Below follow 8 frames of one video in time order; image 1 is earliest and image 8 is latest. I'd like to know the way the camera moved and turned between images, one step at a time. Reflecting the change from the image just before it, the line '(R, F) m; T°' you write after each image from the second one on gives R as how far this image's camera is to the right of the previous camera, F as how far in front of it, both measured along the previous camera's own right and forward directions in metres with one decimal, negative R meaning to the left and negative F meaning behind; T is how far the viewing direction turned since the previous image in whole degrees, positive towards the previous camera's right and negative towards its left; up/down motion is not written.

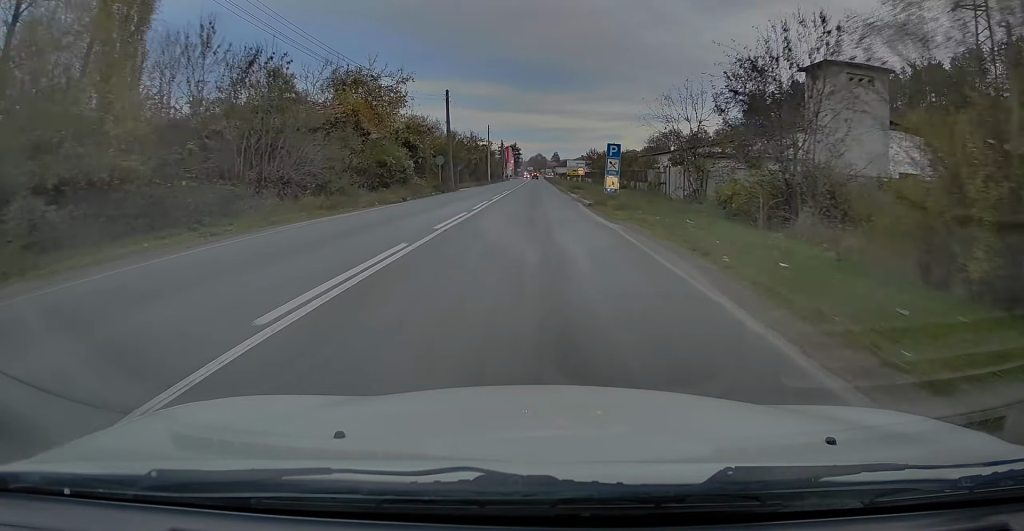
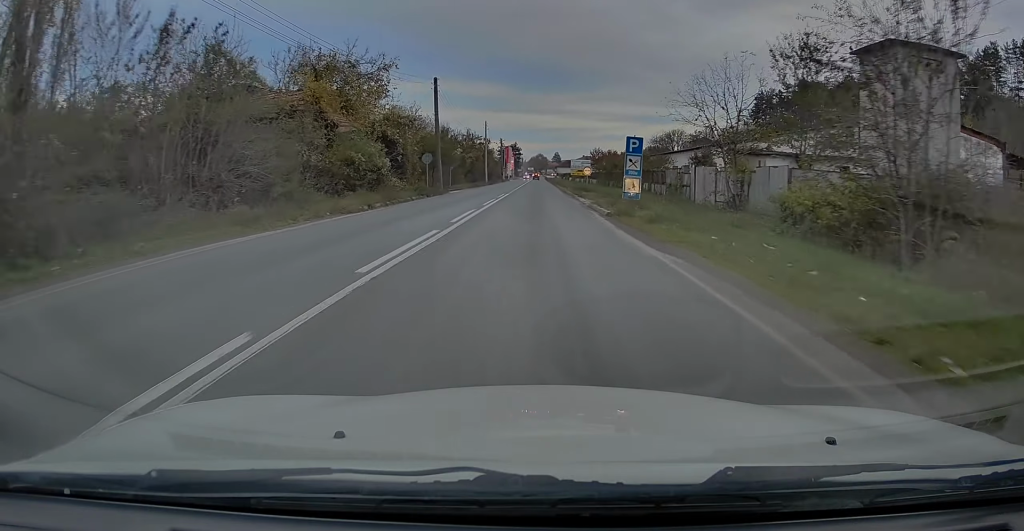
(0.0, +6.3) m; 0°
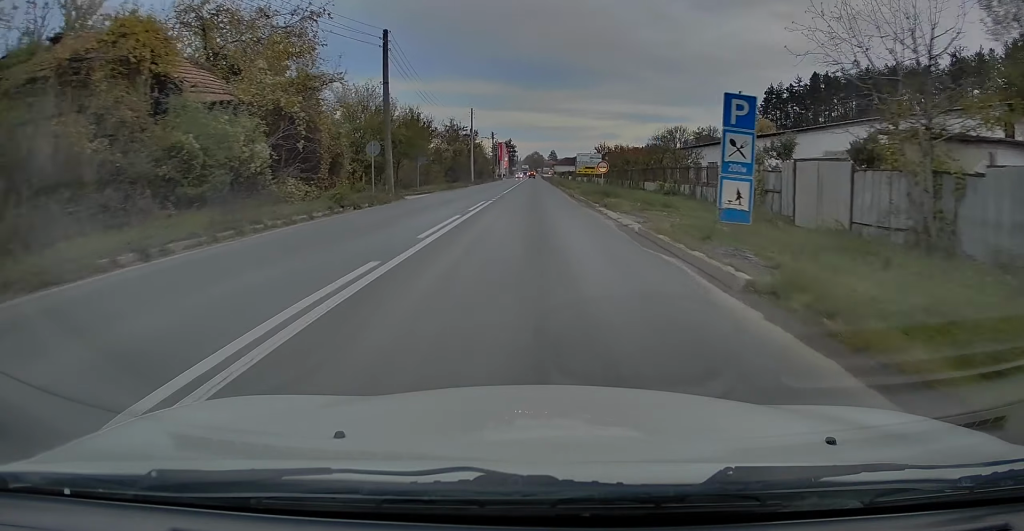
(0.0, +13.9) m; -1°
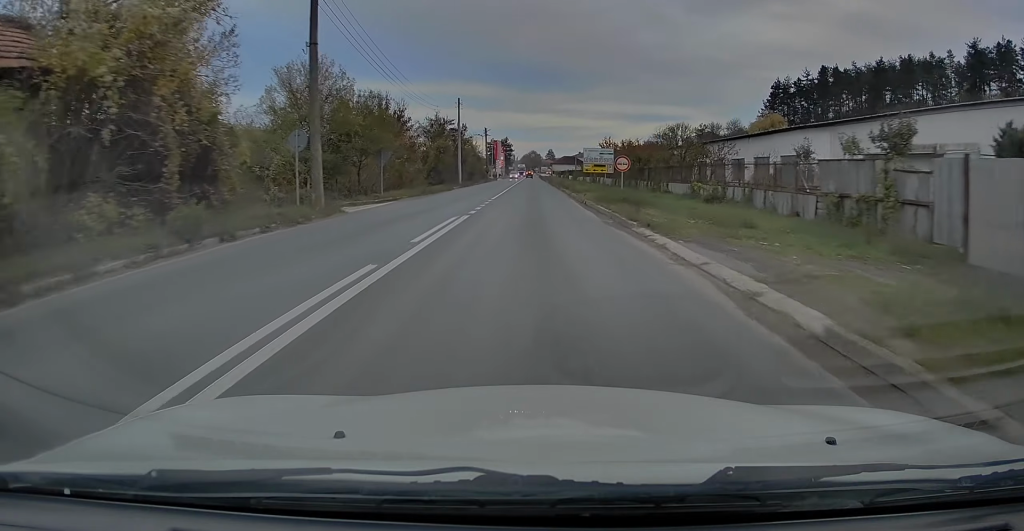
(-0.2, +9.3) m; 0°
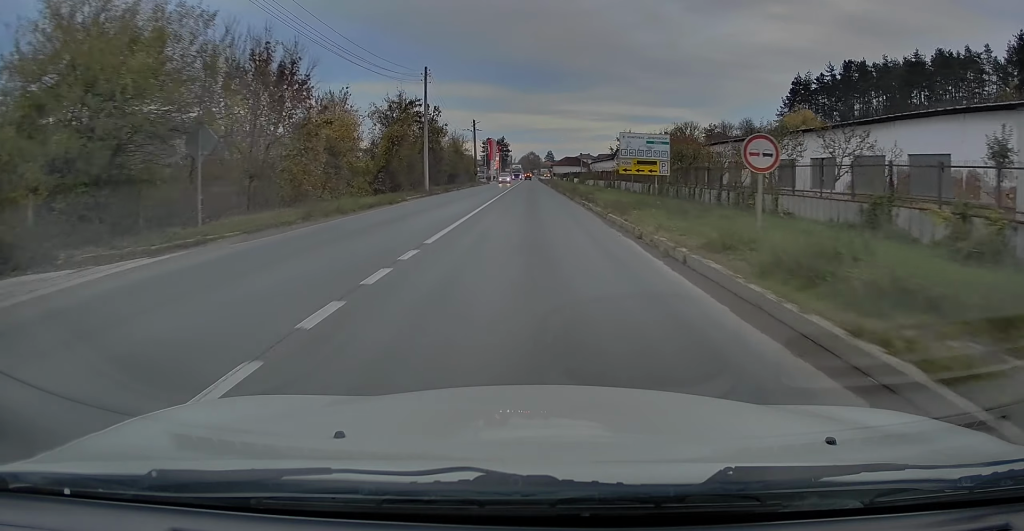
(+0.2, +18.0) m; 0°
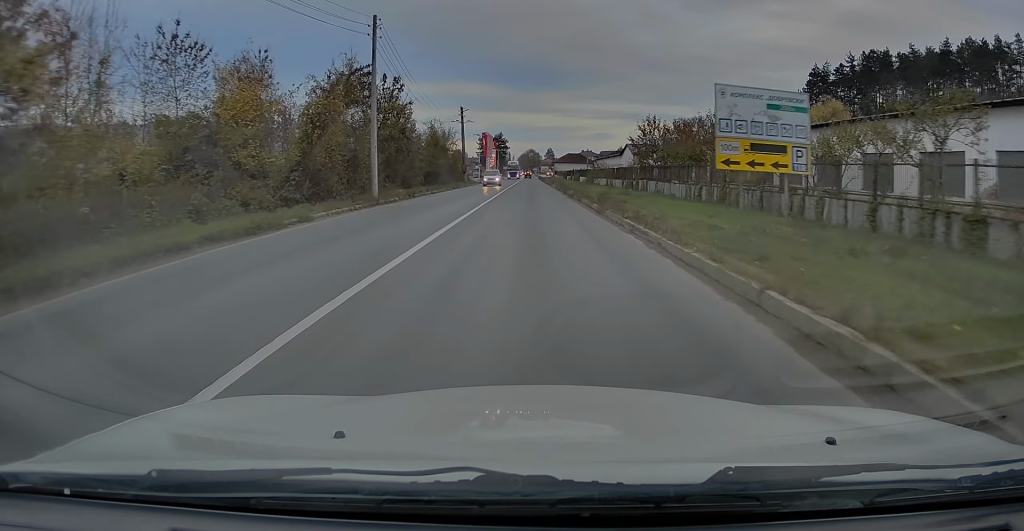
(-0.3, +13.3) m; 0°
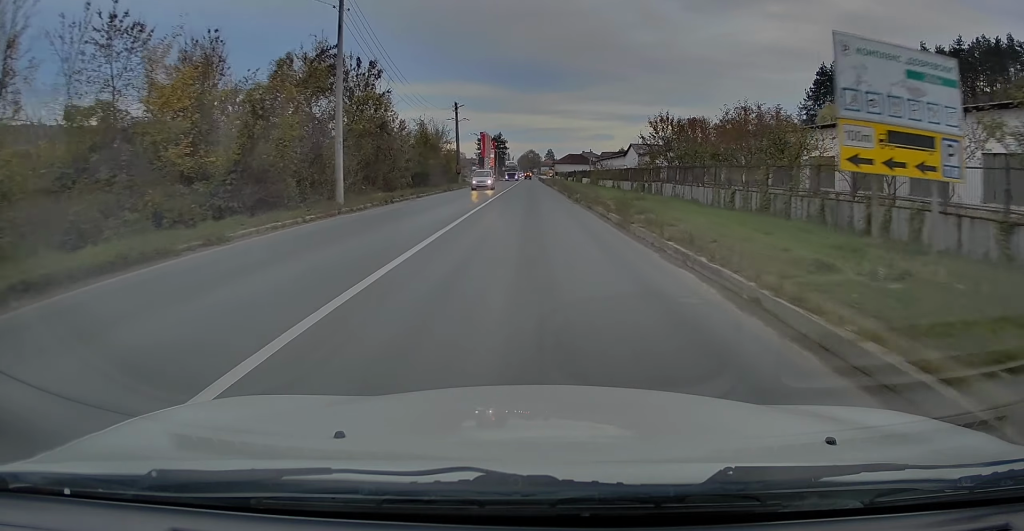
(+0.1, +5.0) m; 0°
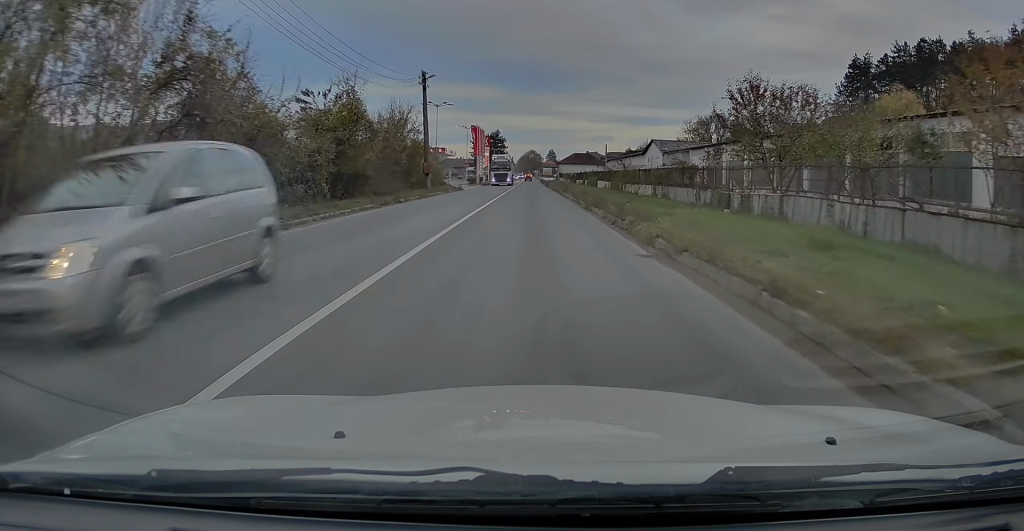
(0.0, +19.0) m; 0°
